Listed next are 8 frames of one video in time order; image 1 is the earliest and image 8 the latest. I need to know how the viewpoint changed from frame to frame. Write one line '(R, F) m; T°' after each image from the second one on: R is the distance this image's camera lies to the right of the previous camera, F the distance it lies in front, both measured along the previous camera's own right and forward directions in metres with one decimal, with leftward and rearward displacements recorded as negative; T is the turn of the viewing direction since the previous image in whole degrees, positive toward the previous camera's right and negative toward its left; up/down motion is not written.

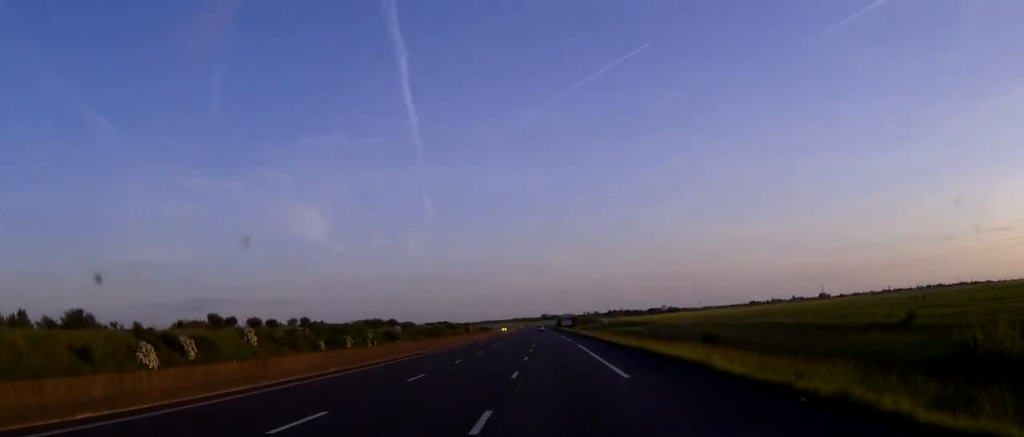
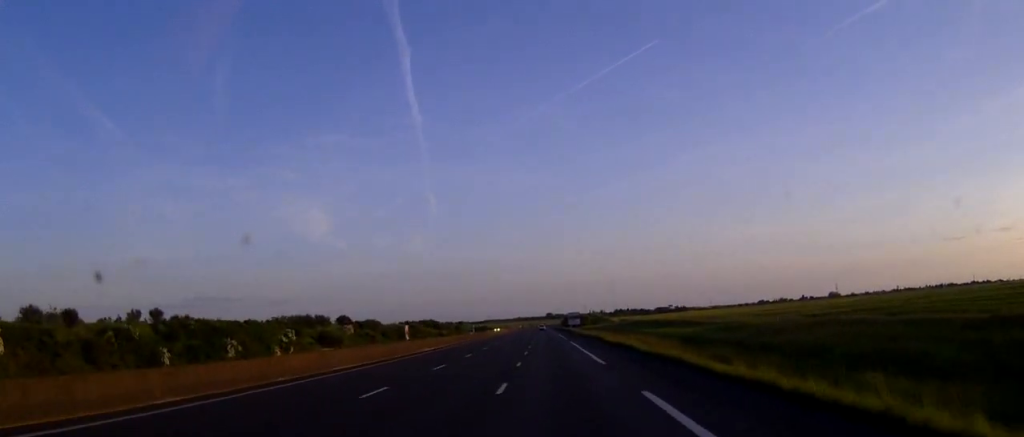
(-0.2, +44.0) m; 0°
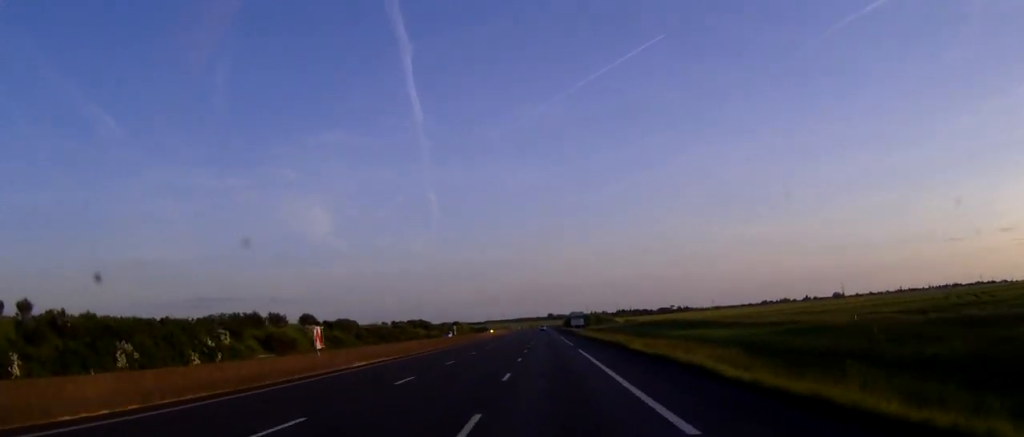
(0.0, +20.1) m; 0°
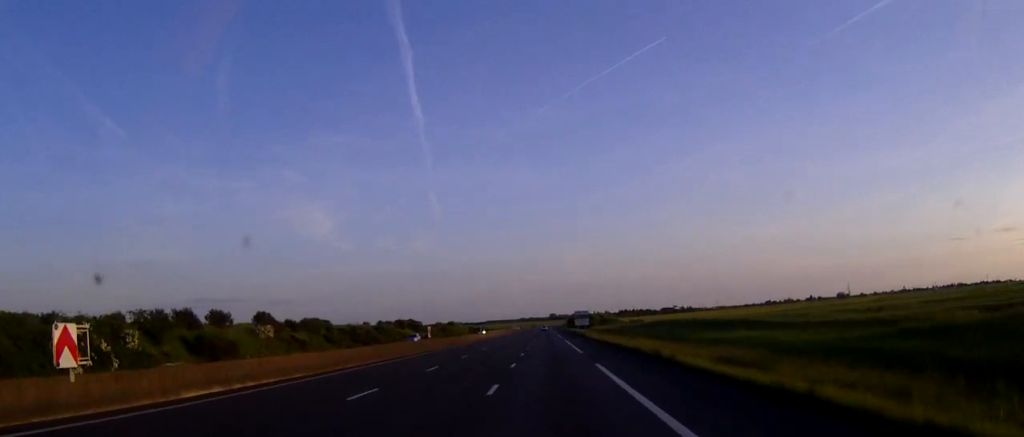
(0.0, +18.2) m; 0°
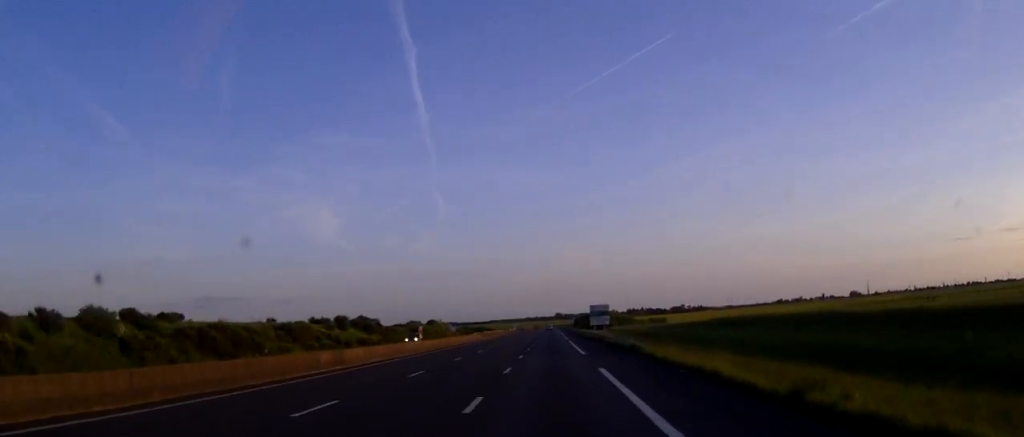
(-0.1, +54.6) m; 0°
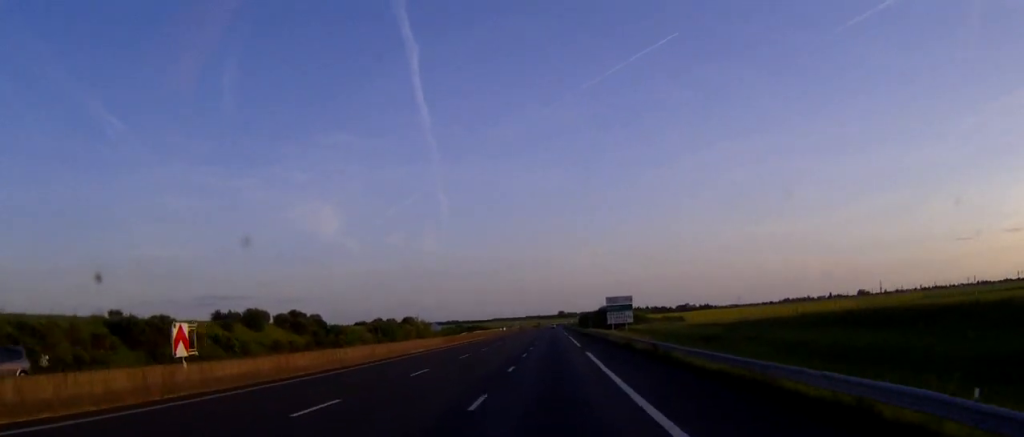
(-0.1, +38.4) m; 0°
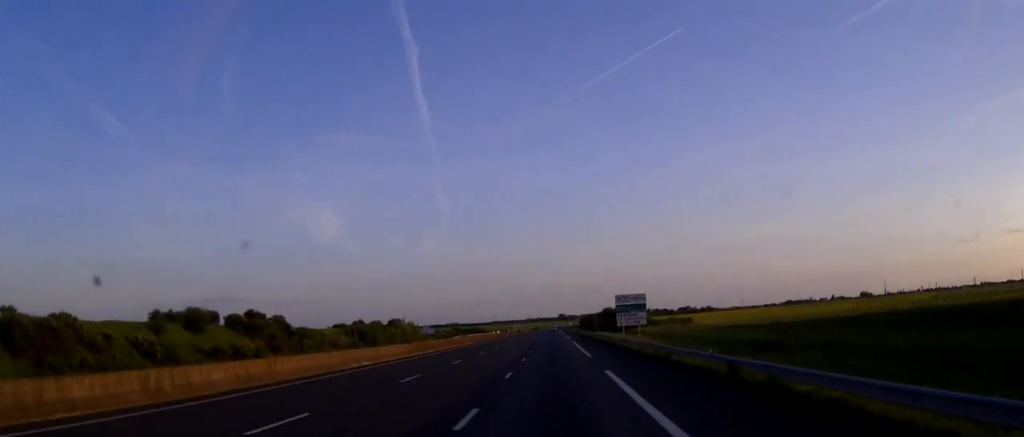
(0.0, +15.3) m; 0°
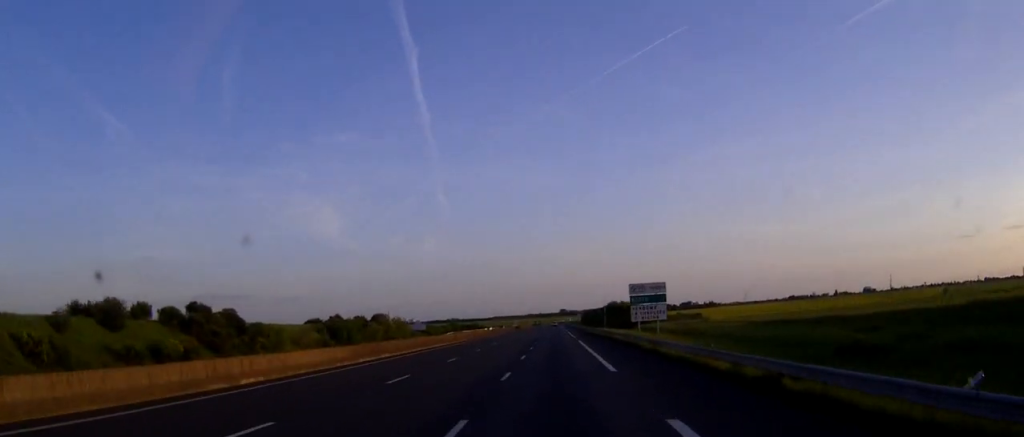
(0.0, +15.3) m; 0°
